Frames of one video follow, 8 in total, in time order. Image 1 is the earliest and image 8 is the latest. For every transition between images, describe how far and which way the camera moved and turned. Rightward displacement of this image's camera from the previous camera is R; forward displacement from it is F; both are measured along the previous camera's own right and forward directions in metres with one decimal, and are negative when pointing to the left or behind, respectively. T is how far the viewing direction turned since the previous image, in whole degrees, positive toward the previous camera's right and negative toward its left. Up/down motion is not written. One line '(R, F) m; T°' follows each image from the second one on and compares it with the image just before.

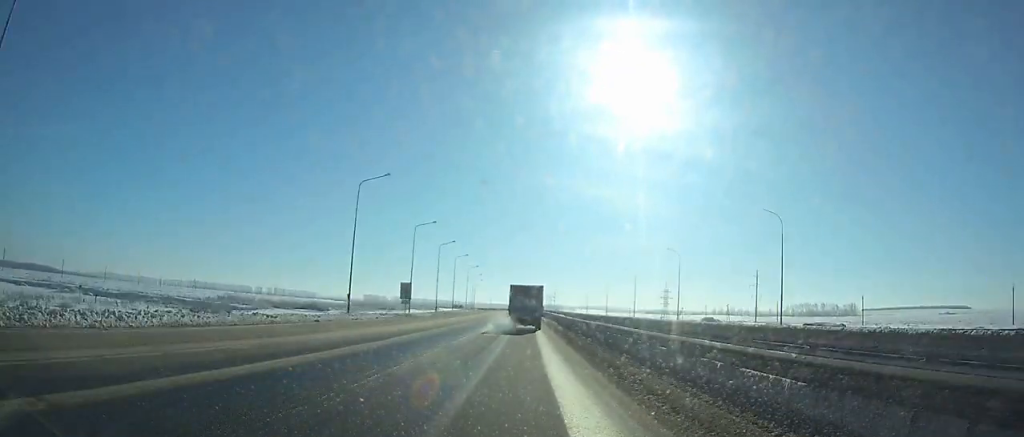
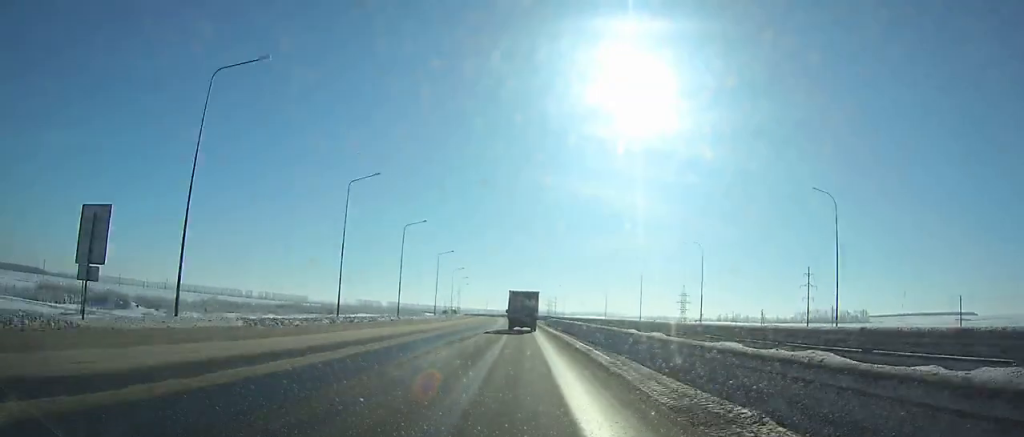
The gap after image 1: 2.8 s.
(0.0, +48.3) m; 0°
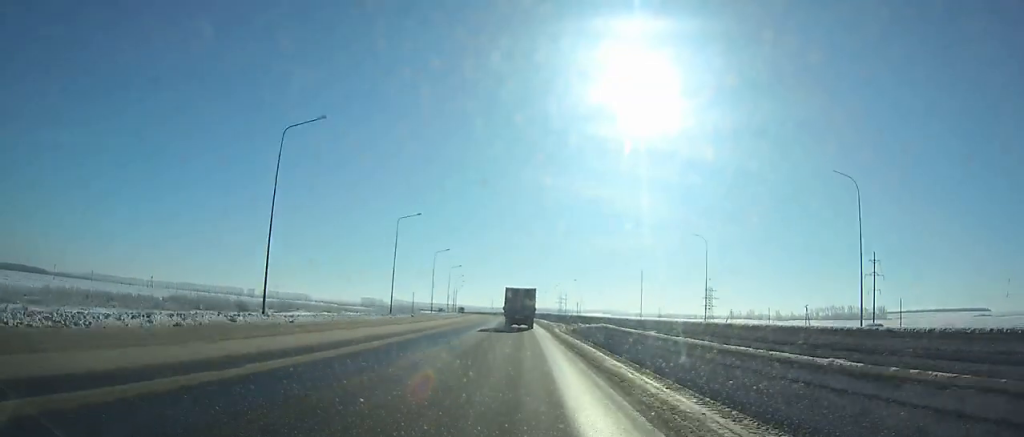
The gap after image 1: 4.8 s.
(-0.2, +35.5) m; -1°
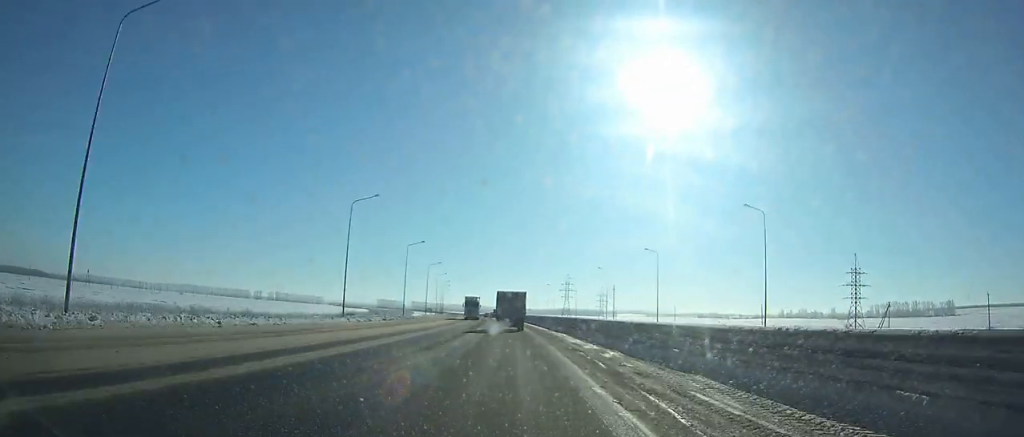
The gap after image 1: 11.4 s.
(-2.8, +121.2) m; -3°
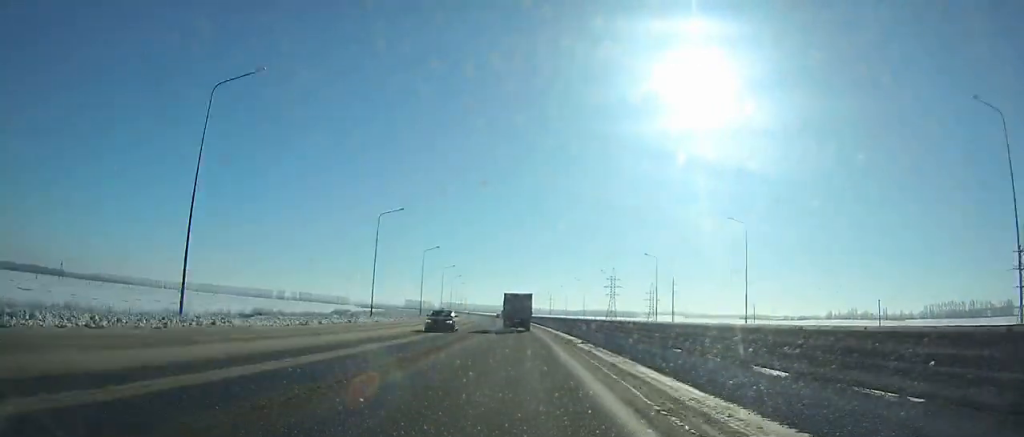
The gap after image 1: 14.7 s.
(-1.3, +63.0) m; -2°
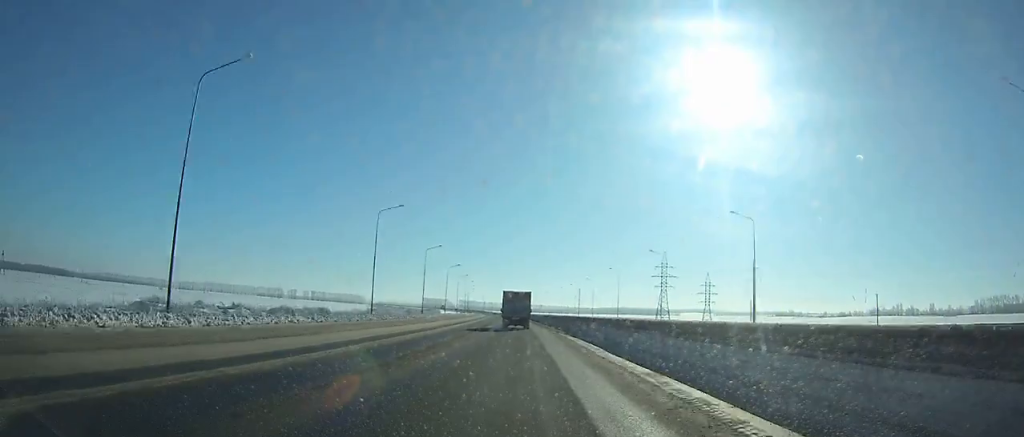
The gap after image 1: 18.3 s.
(-1.3, +70.6) m; -2°
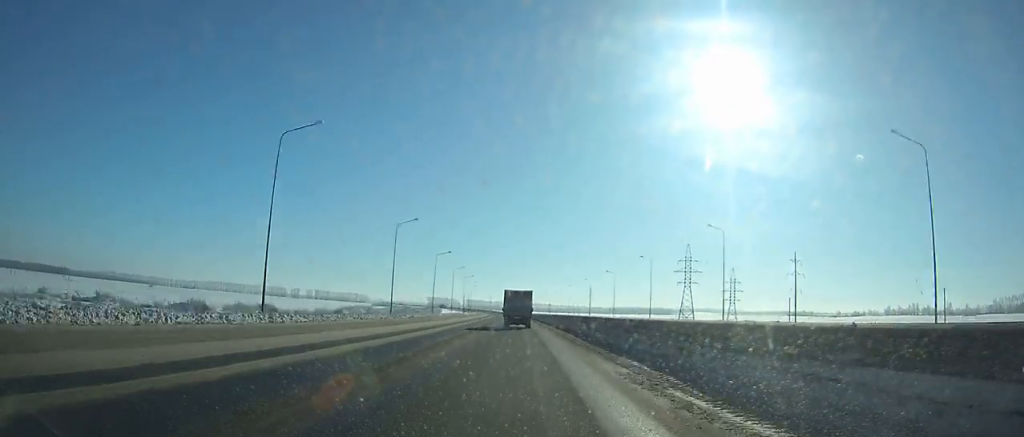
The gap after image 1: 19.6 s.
(-0.3, +26.1) m; -1°
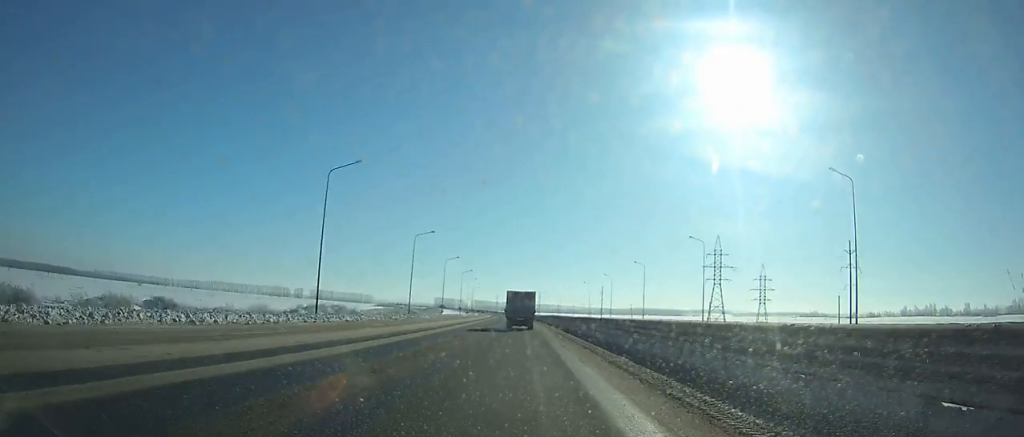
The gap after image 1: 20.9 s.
(-0.2, +26.2) m; -1°
